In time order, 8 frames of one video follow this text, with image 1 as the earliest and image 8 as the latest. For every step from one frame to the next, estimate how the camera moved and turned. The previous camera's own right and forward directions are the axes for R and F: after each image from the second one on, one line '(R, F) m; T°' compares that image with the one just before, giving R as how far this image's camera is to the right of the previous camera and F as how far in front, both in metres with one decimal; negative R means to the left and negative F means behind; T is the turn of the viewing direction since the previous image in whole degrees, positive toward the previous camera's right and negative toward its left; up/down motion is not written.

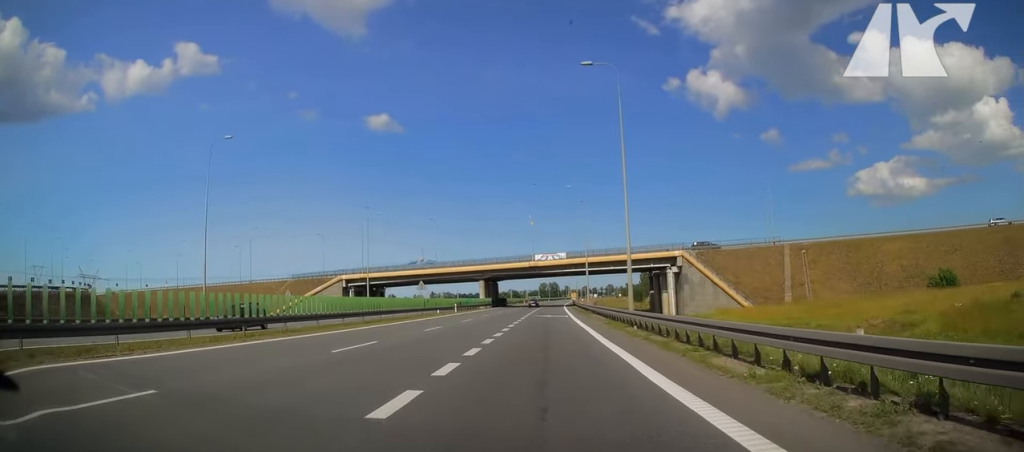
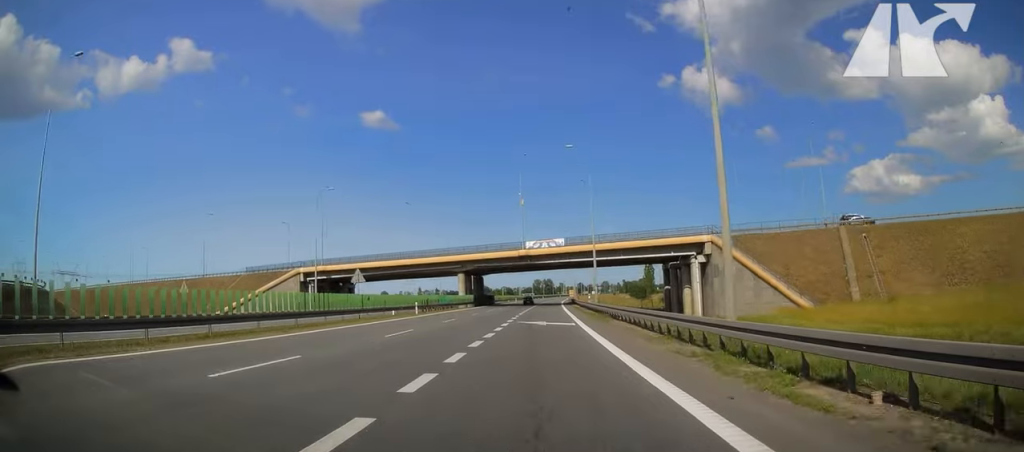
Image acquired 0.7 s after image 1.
(+0.4, +18.0) m; +1°
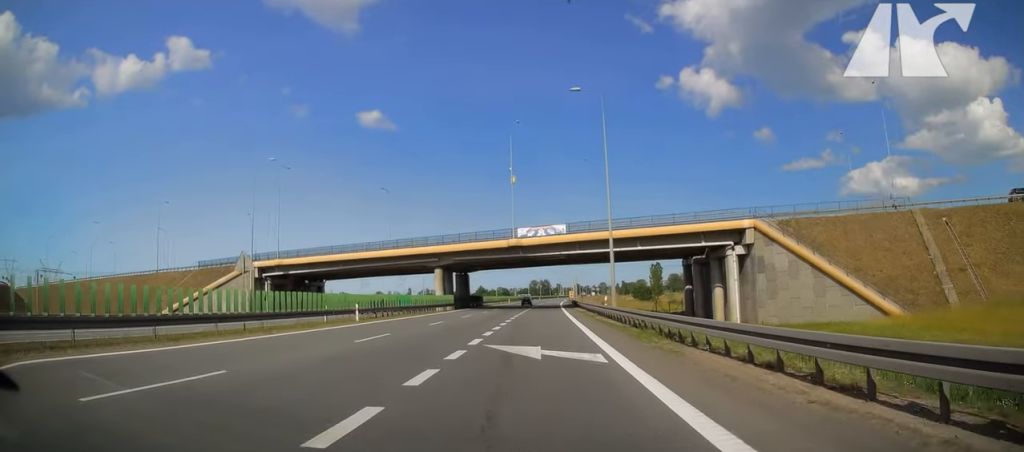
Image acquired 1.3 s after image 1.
(-0.1, +15.4) m; 0°
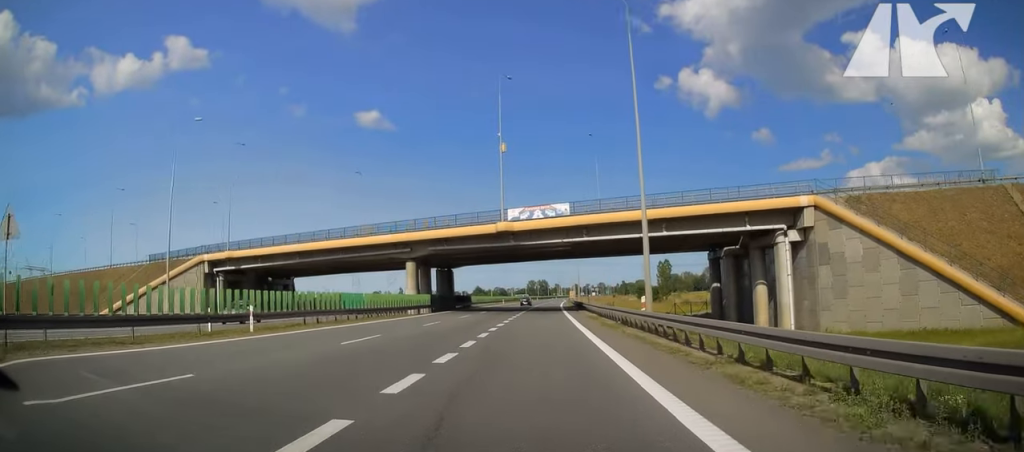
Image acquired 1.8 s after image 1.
(0.0, +12.9) m; 0°
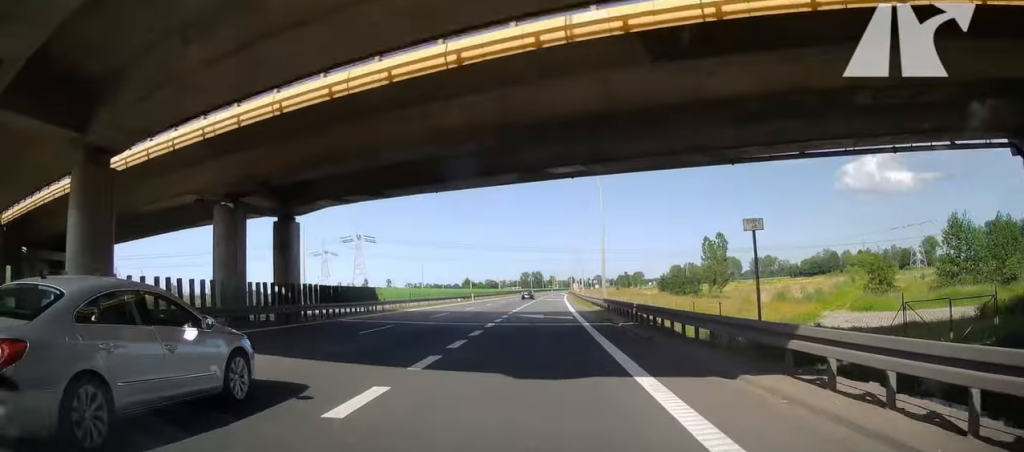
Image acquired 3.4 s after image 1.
(+0.6, +45.8) m; +1°
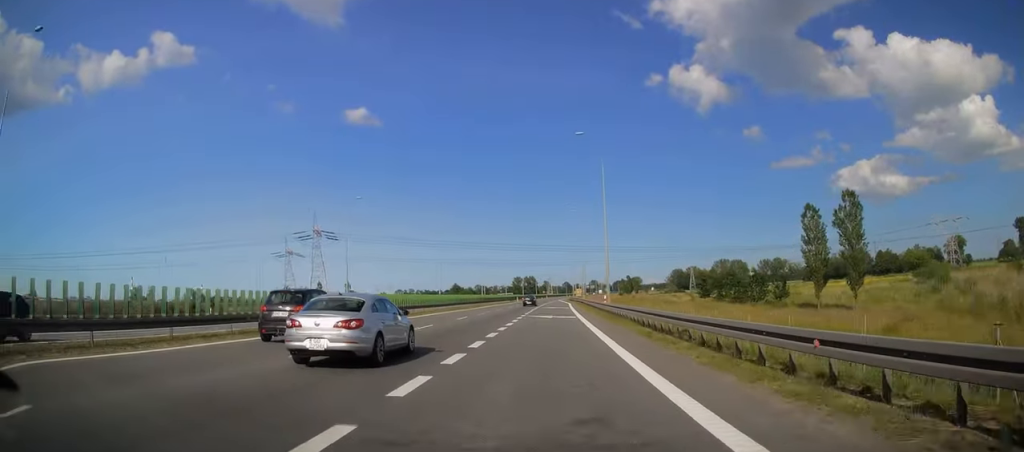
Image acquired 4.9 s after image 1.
(-0.3, +42.3) m; 0°
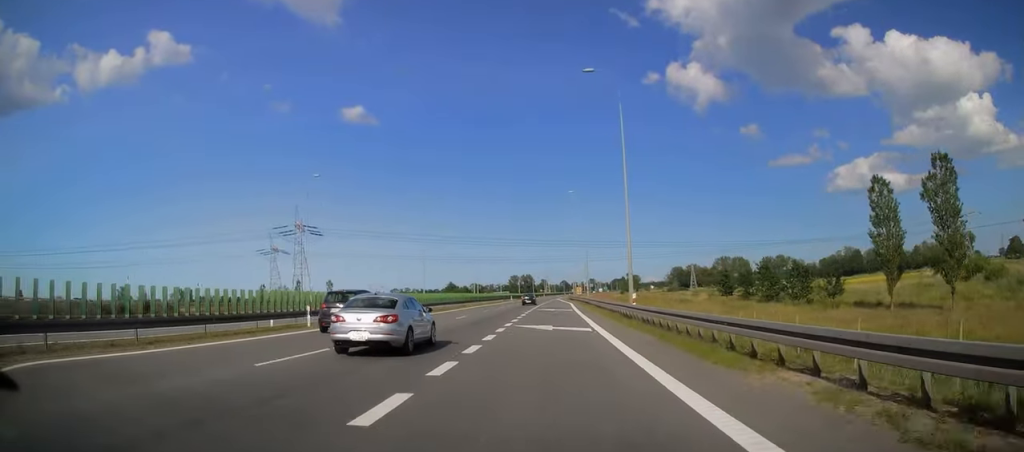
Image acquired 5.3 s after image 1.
(0.0, +13.9) m; 0°
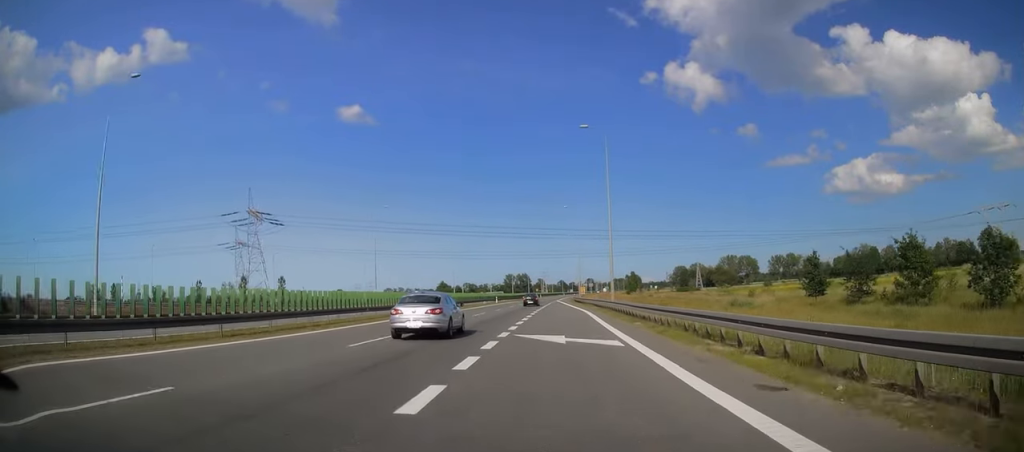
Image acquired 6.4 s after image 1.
(+0.3, +31.5) m; +1°
